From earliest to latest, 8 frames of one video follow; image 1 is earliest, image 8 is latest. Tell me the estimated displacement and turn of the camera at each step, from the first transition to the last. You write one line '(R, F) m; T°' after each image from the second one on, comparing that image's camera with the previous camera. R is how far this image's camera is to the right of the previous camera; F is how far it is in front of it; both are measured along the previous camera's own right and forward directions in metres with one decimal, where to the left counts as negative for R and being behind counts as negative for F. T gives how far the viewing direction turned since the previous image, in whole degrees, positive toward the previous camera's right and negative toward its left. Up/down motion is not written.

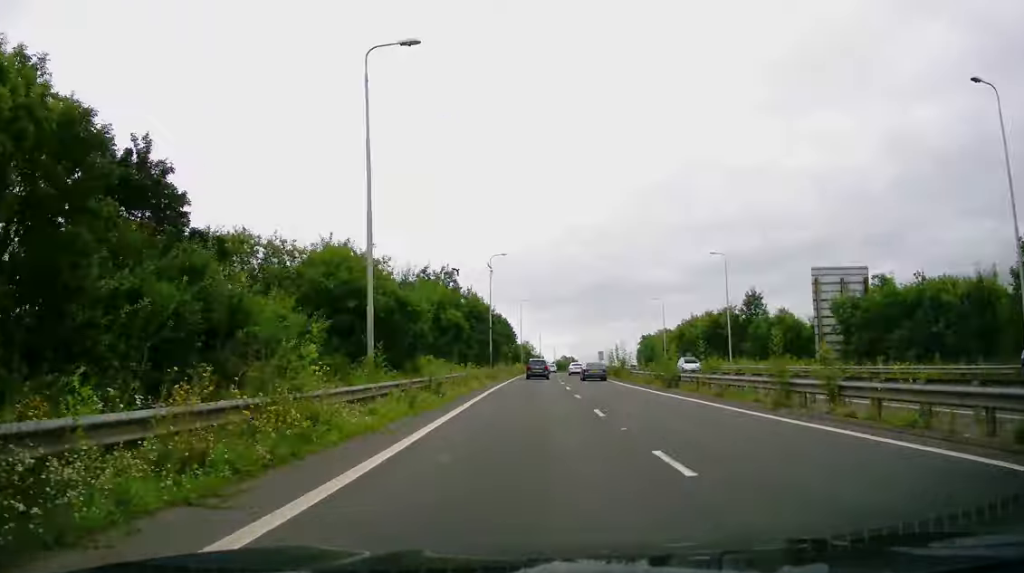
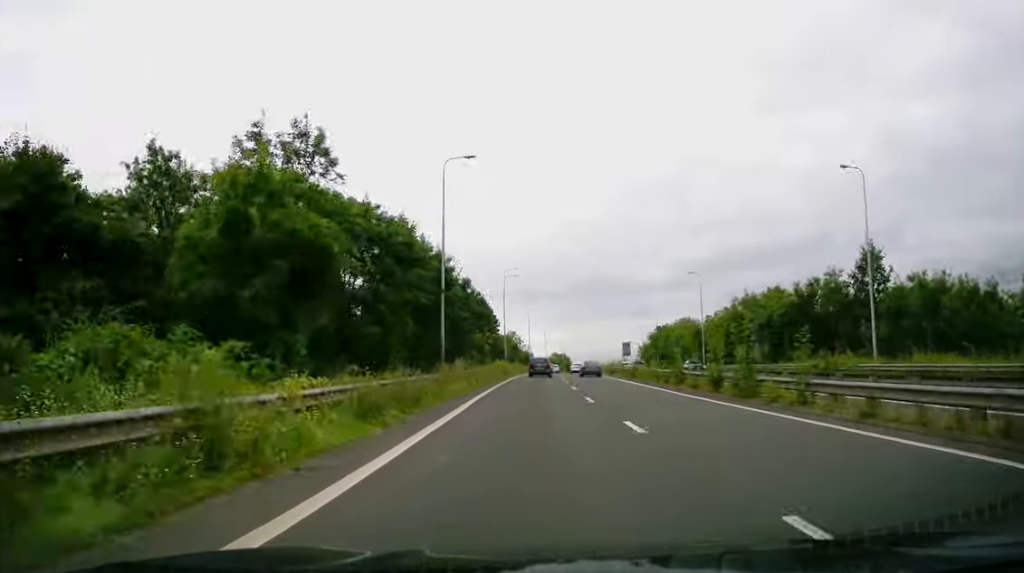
(+0.6, +31.7) m; +3°
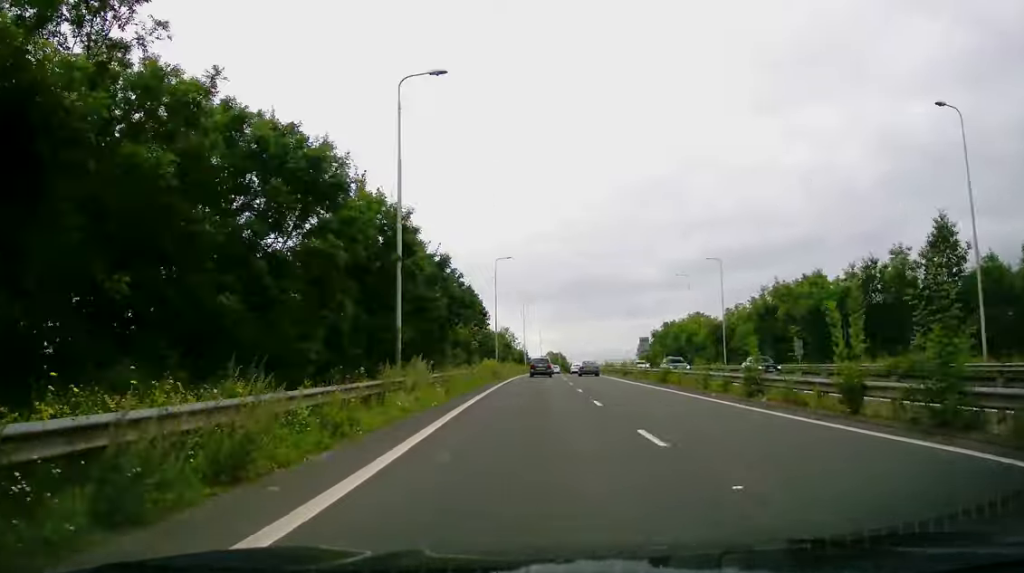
(+0.3, +11.3) m; +1°
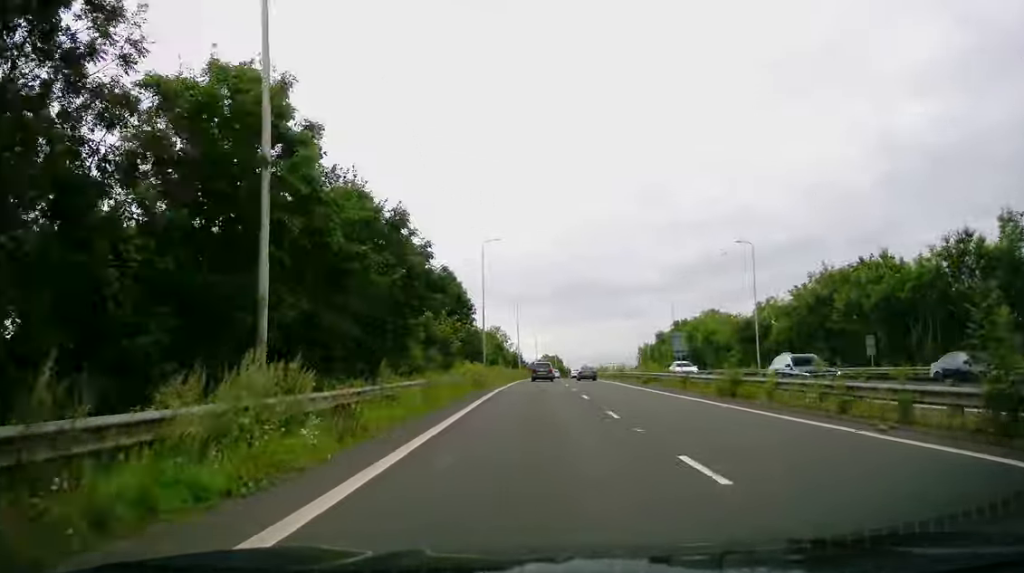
(+0.1, +12.7) m; 0°
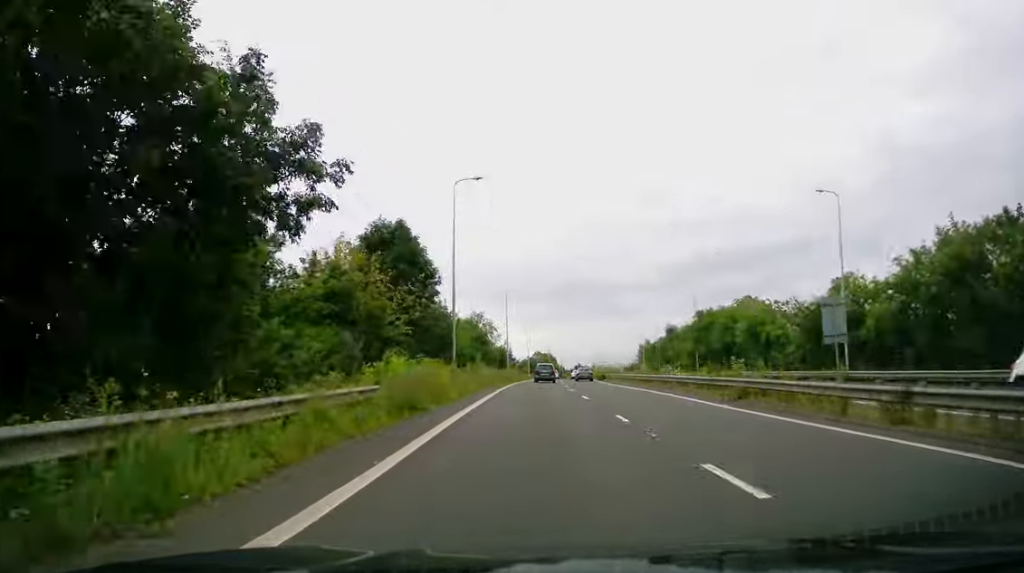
(-0.2, +19.7) m; -1°
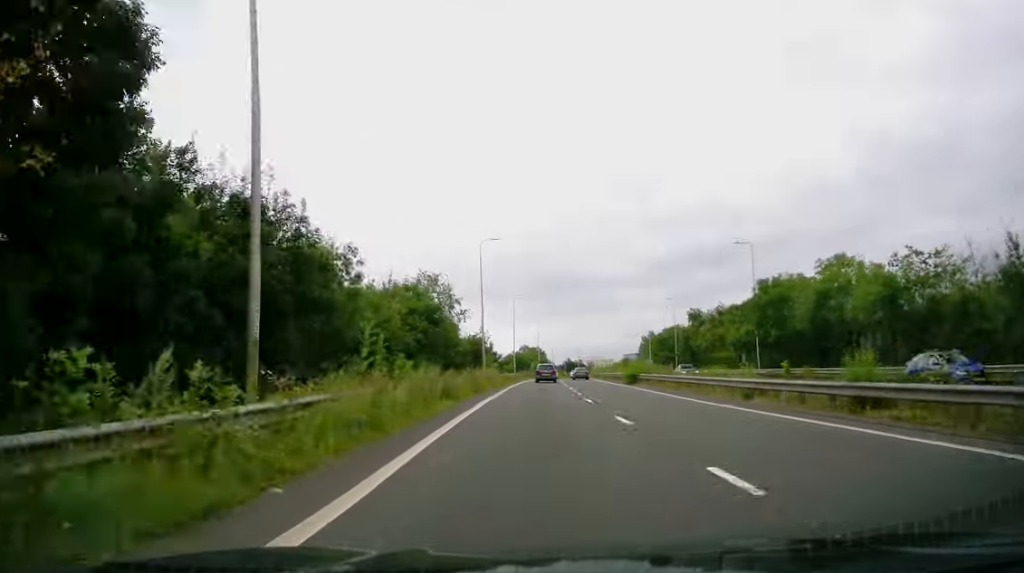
(+0.6, +27.9) m; +2°
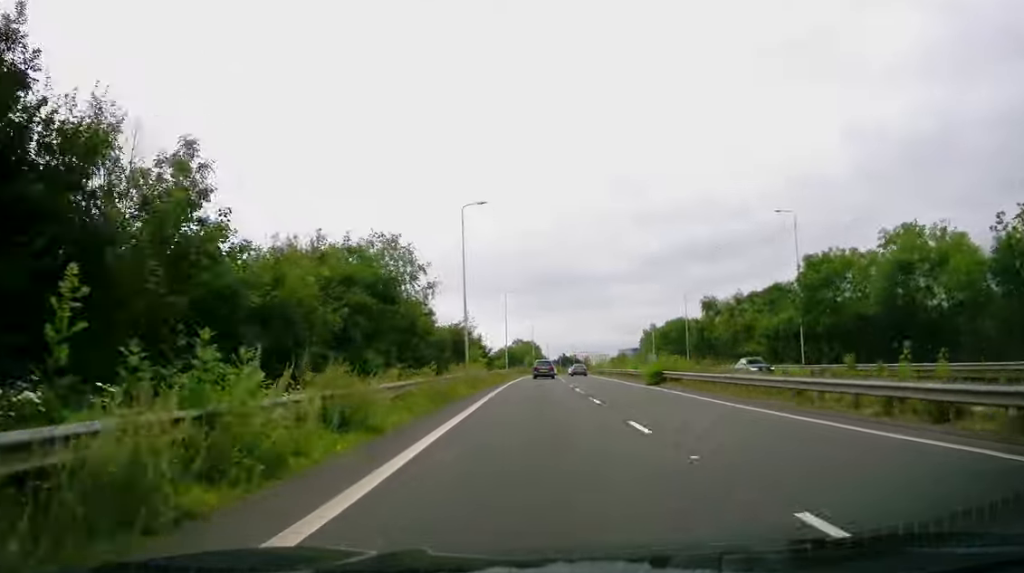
(+0.1, +11.5) m; 0°
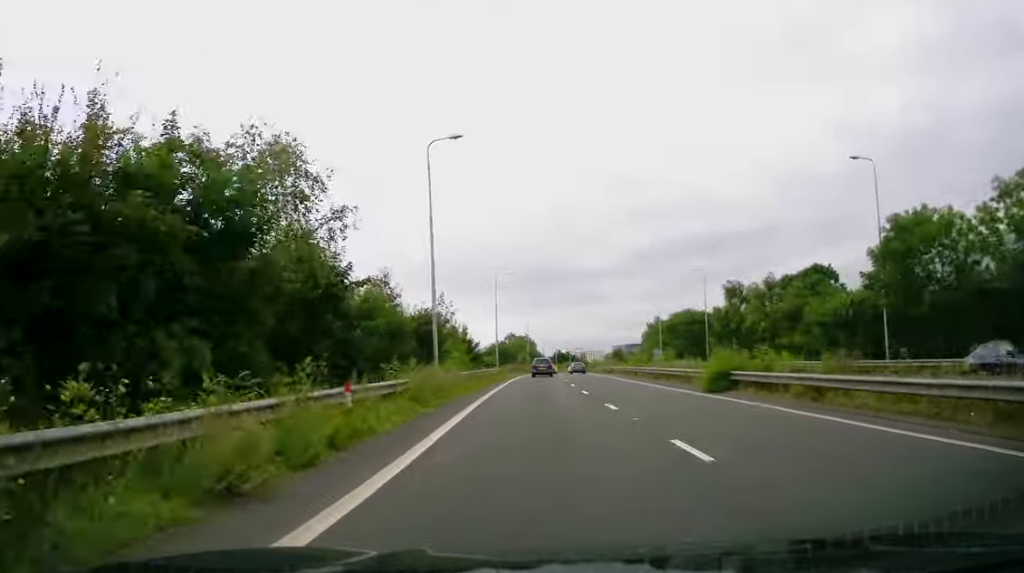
(-0.4, +13.4) m; 0°
